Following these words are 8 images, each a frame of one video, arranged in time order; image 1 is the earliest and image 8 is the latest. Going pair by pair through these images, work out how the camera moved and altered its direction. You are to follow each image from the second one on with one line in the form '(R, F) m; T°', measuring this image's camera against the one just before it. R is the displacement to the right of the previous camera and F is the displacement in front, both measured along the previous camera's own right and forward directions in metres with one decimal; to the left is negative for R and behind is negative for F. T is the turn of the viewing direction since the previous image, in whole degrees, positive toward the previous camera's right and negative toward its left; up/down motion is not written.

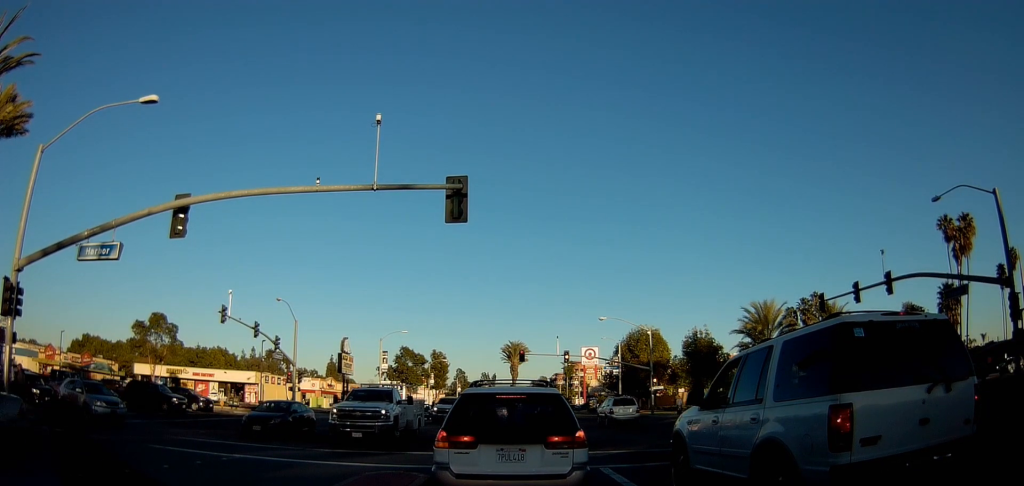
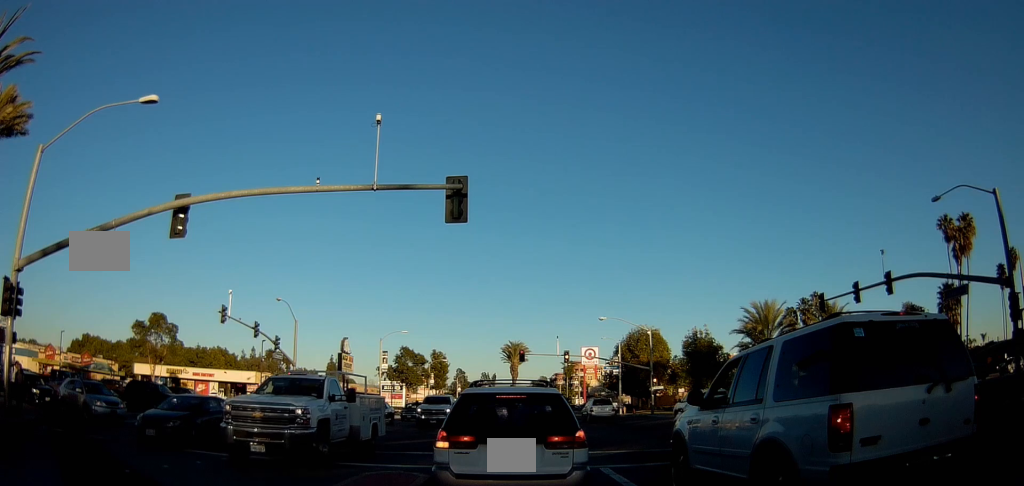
(0.0, 0.0) m; 0°
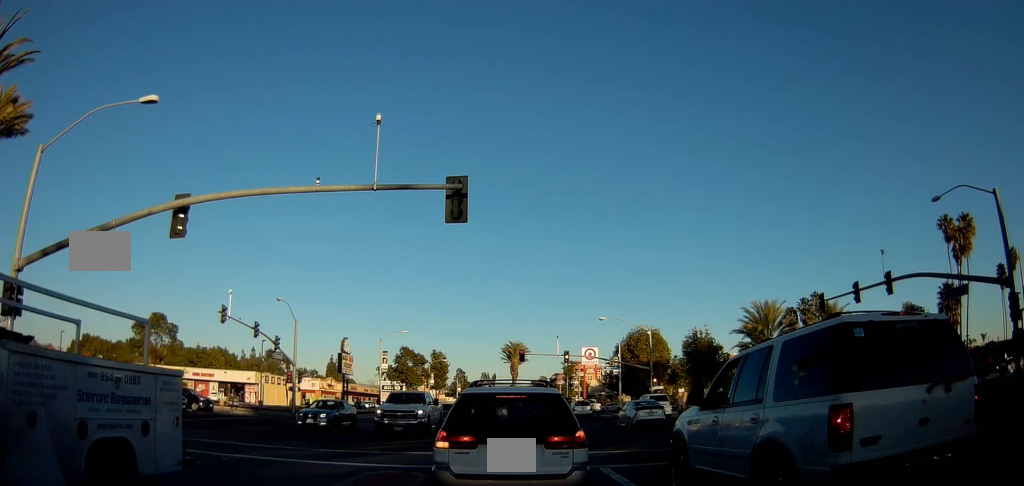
(0.0, 0.0) m; 0°
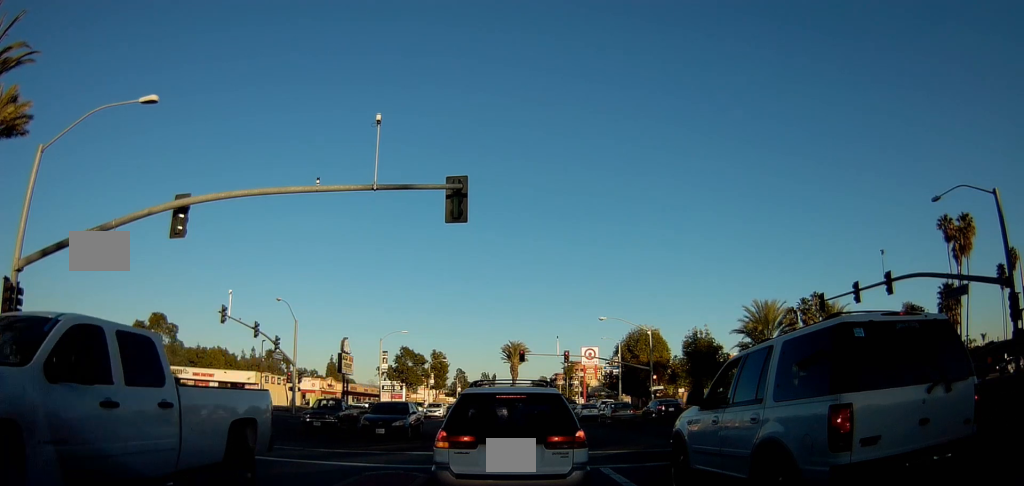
(0.0, 0.0) m; 0°
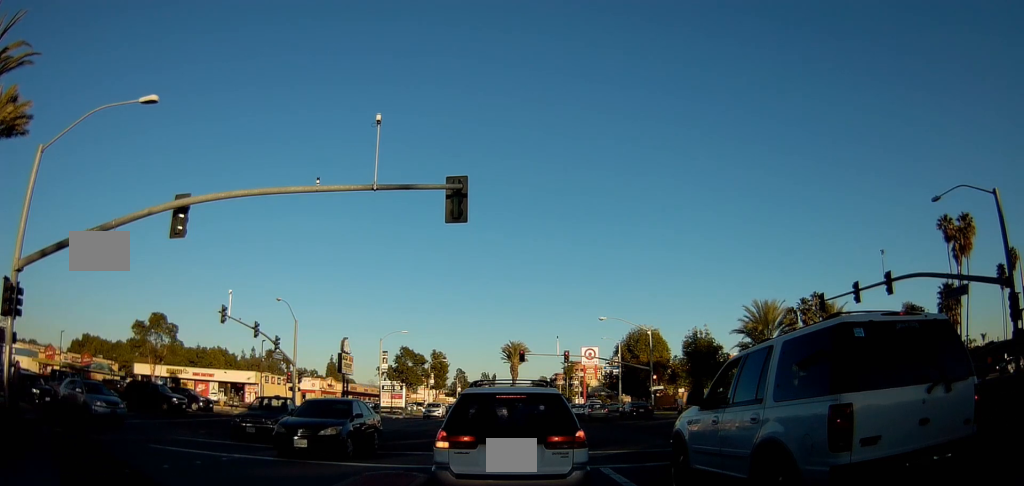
(0.0, 0.0) m; 0°
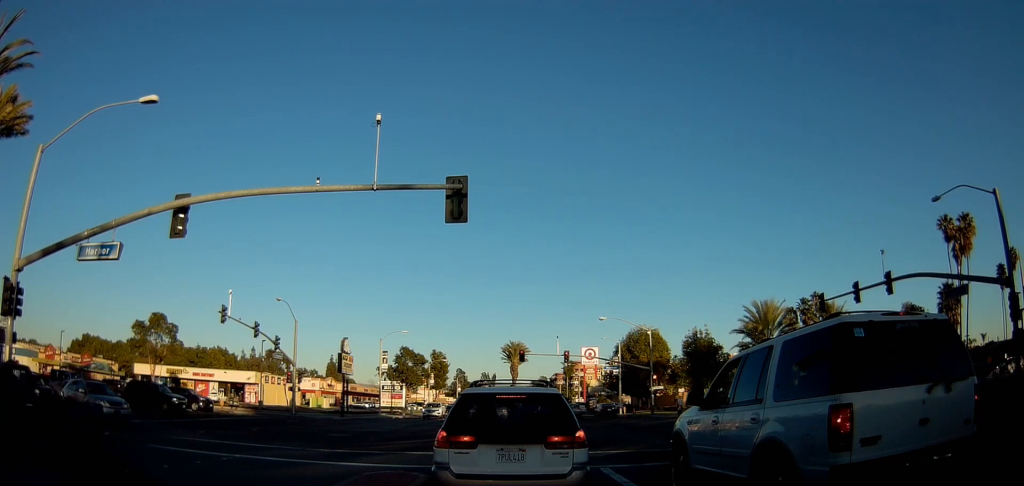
(0.0, 0.0) m; 0°
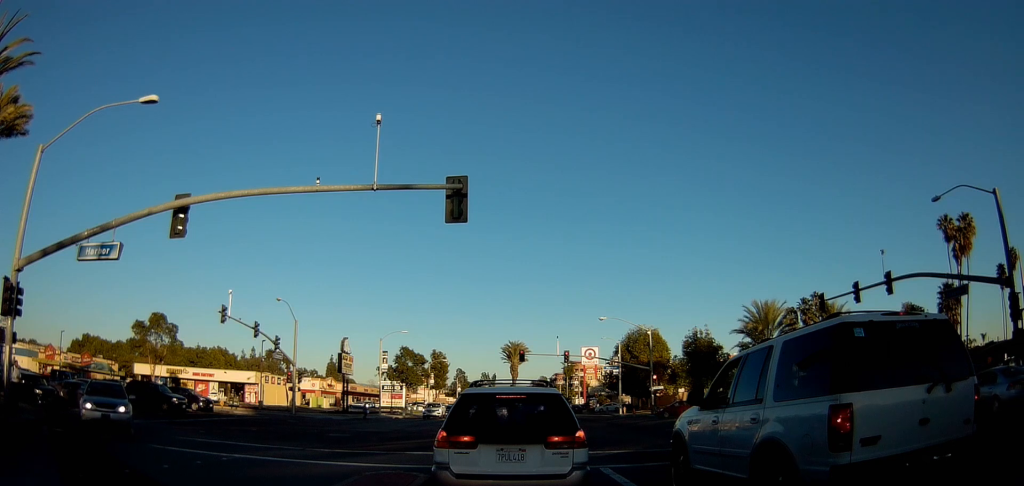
(0.0, 0.0) m; 0°
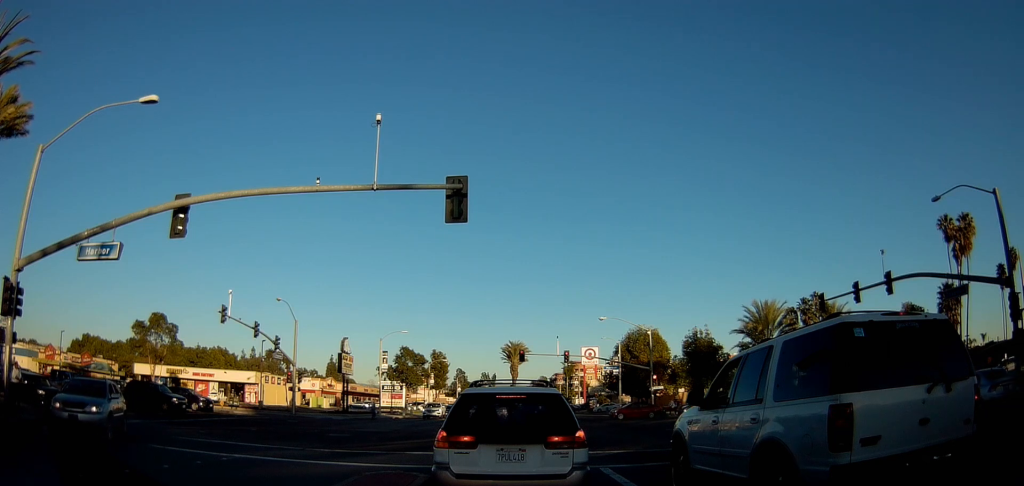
(0.0, 0.0) m; 0°
